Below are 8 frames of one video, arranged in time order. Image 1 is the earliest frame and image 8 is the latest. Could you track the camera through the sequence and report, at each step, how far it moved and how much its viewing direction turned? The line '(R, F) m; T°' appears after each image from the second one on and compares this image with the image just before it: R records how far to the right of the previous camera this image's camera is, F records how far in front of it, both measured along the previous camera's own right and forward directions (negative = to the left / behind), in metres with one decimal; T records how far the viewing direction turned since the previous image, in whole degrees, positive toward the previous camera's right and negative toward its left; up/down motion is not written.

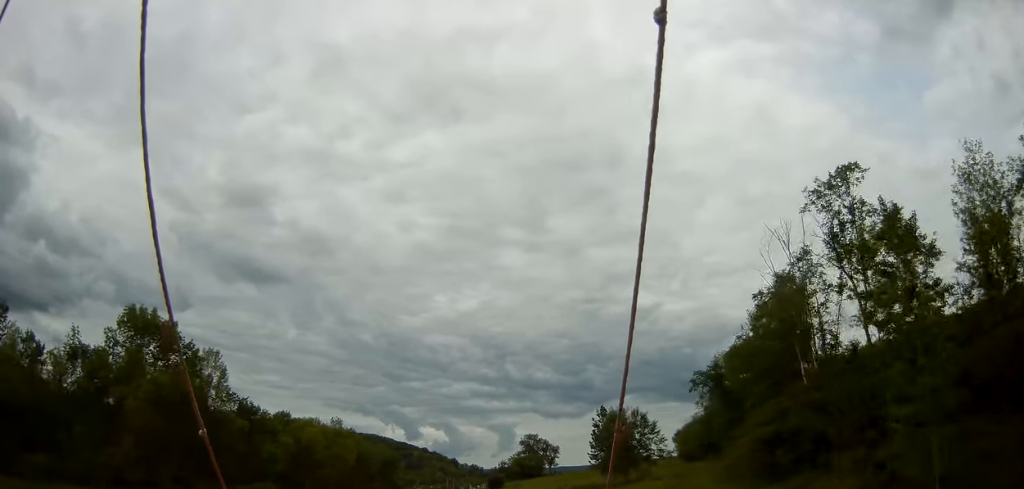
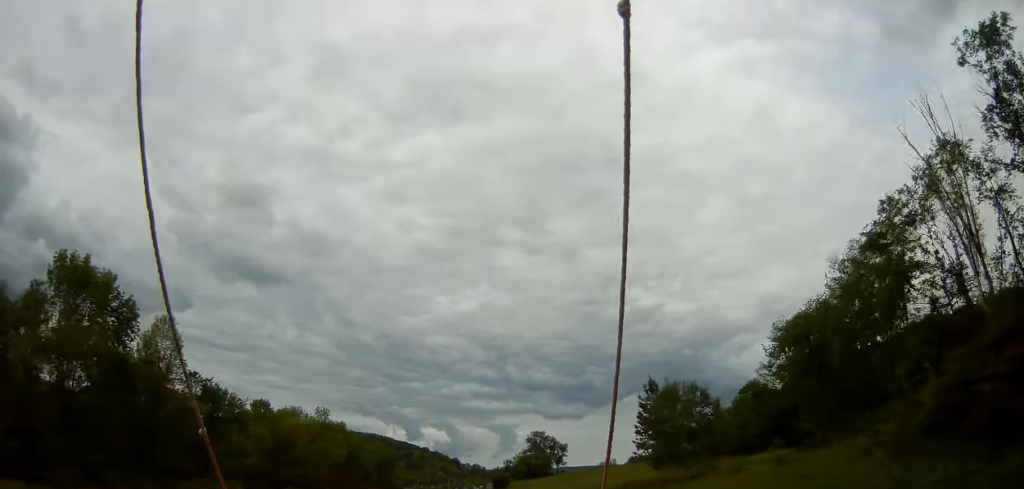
(-0.2, +16.8) m; +1°
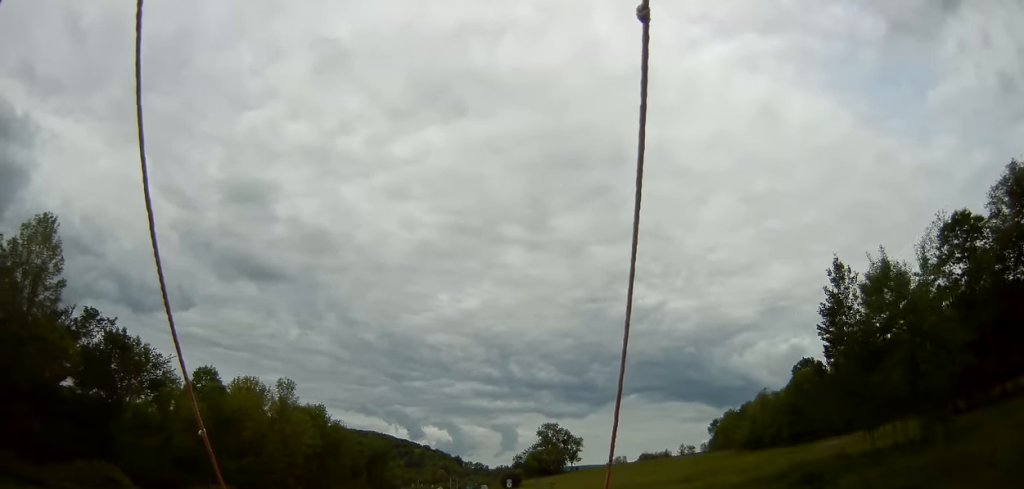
(+0.5, +28.6) m; 0°
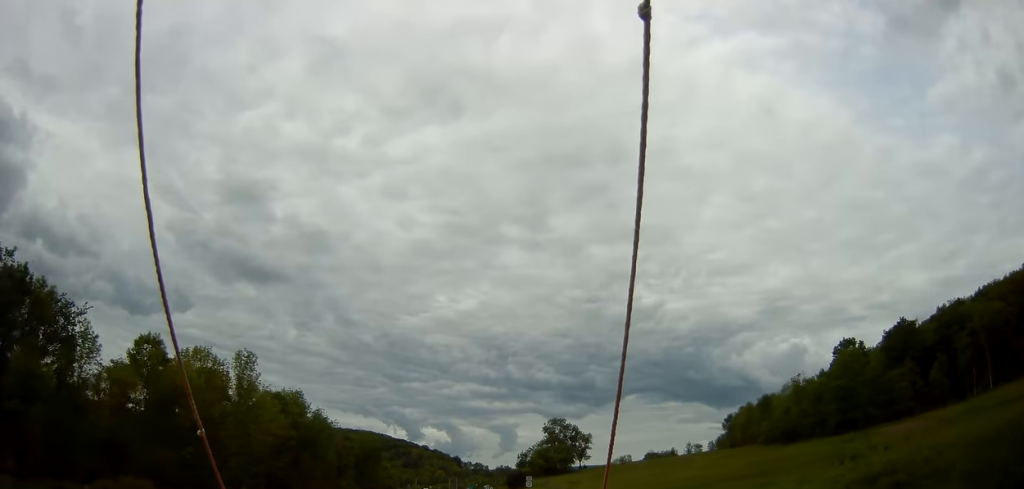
(-0.4, +18.3) m; 0°
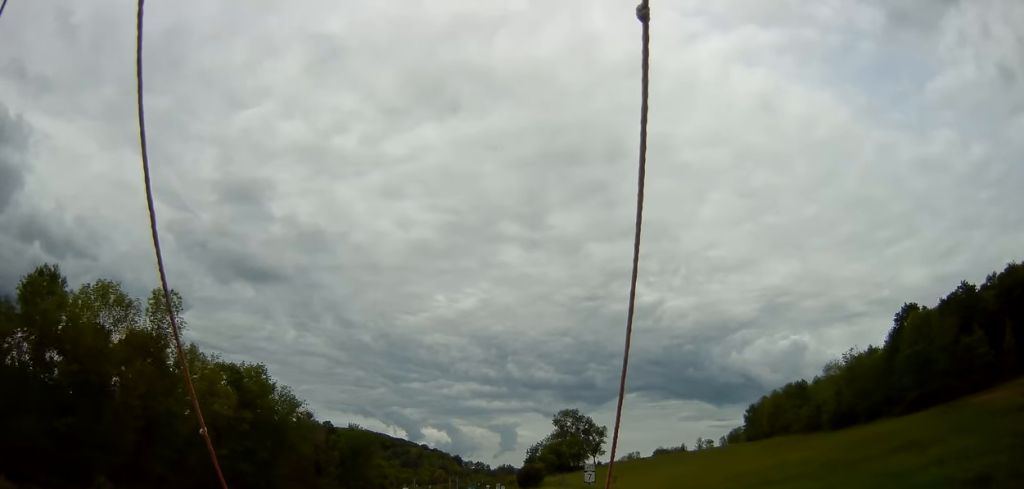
(+0.1, +22.4) m; 0°
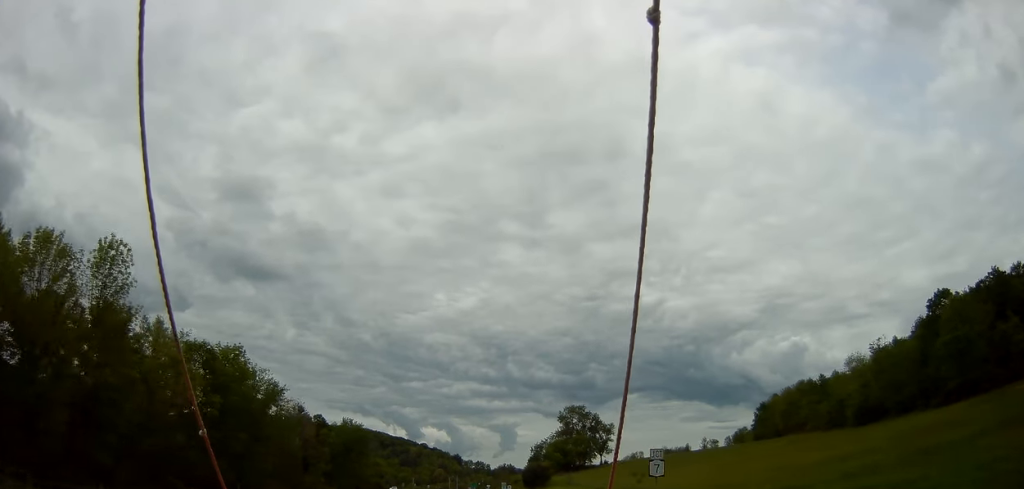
(+0.1, +9.9) m; 0°
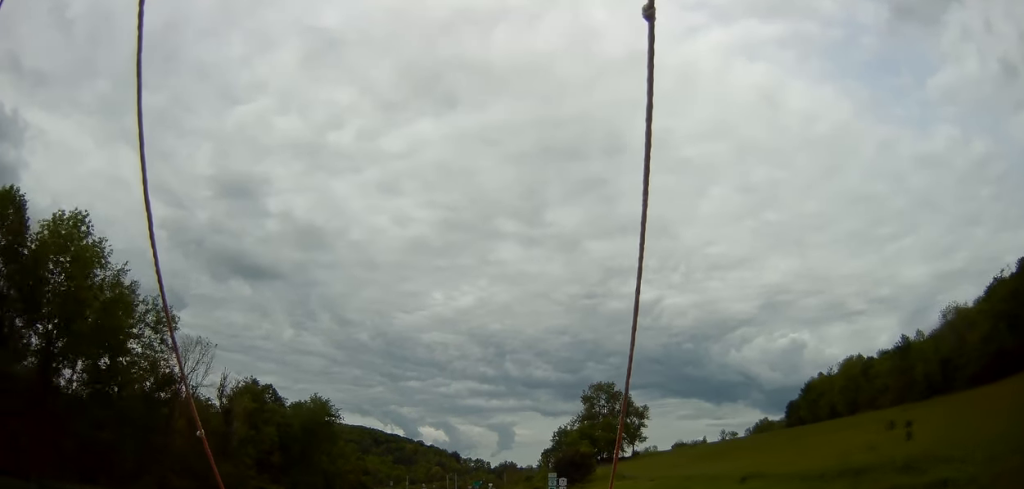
(0.0, +38.1) m; +1°
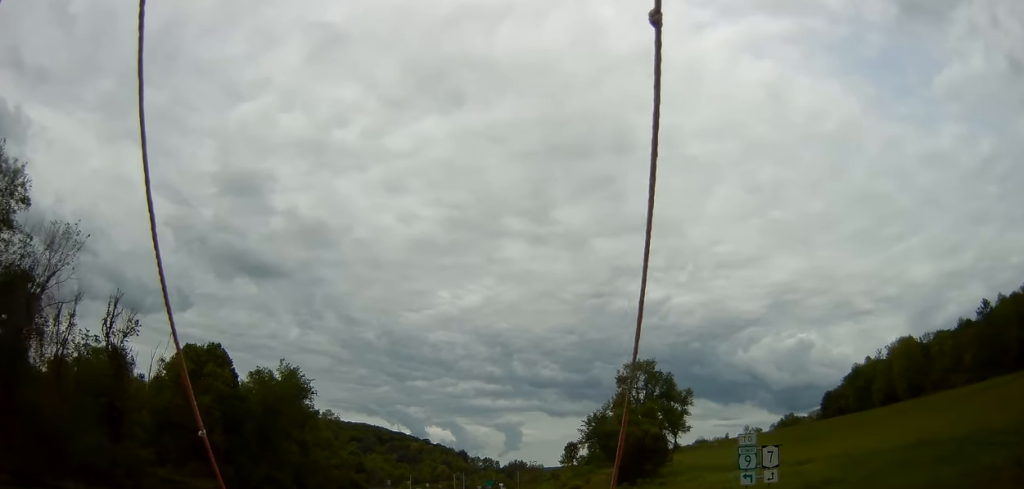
(+0.1, +27.2) m; -1°
